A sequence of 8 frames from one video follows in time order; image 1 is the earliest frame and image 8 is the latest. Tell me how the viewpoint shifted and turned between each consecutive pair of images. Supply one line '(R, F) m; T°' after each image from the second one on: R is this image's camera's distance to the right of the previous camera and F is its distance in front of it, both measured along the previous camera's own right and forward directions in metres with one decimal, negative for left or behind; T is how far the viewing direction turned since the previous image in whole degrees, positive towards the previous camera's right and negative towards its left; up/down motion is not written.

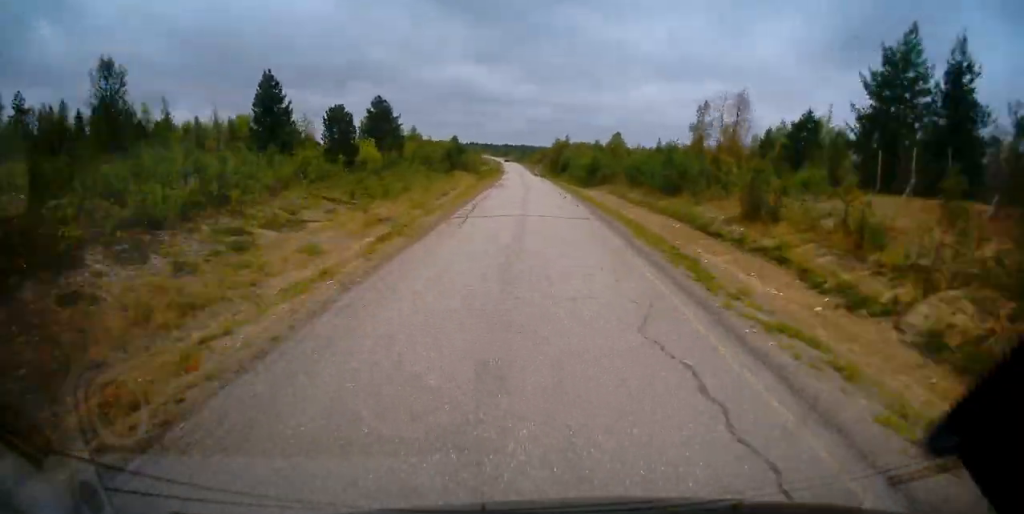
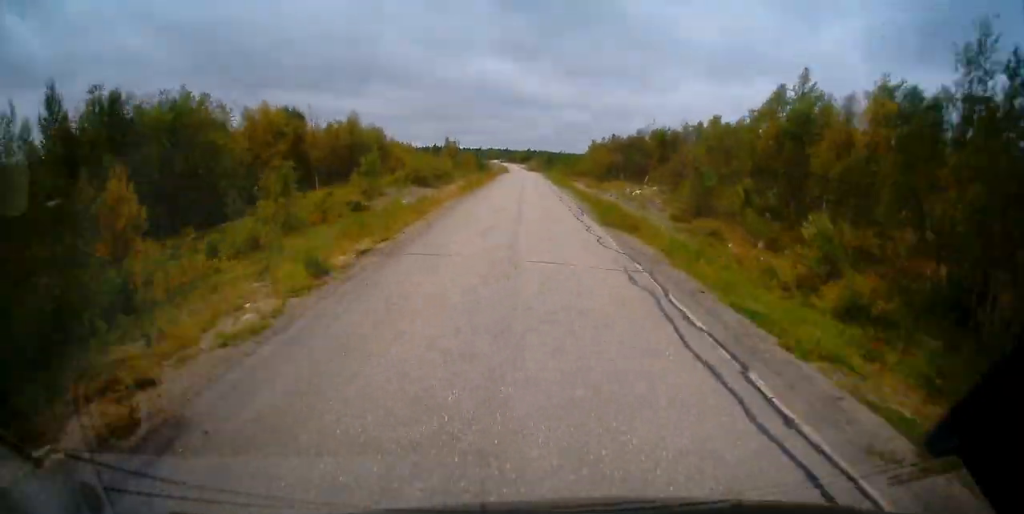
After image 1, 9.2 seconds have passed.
(-2.7, +143.1) m; -2°
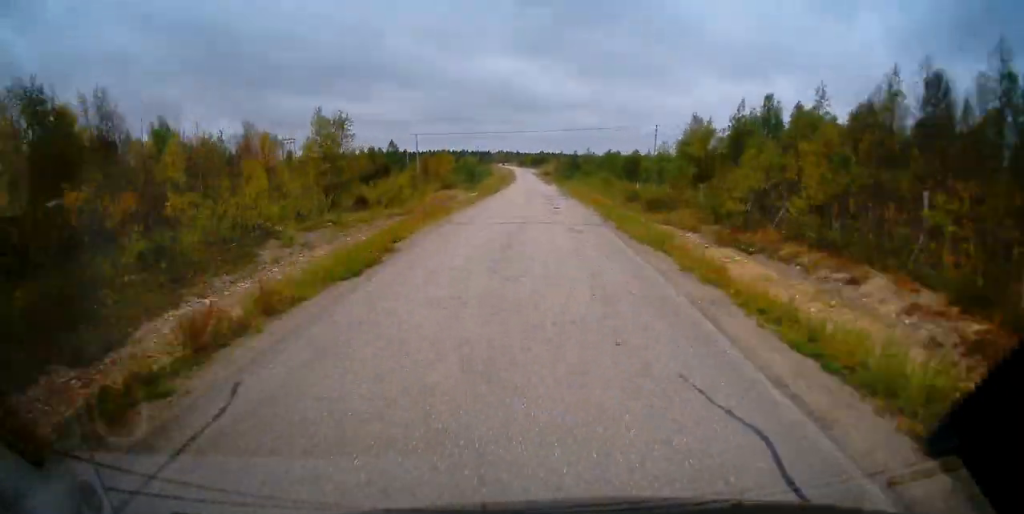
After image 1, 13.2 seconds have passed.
(-0.1, +63.5) m; -1°
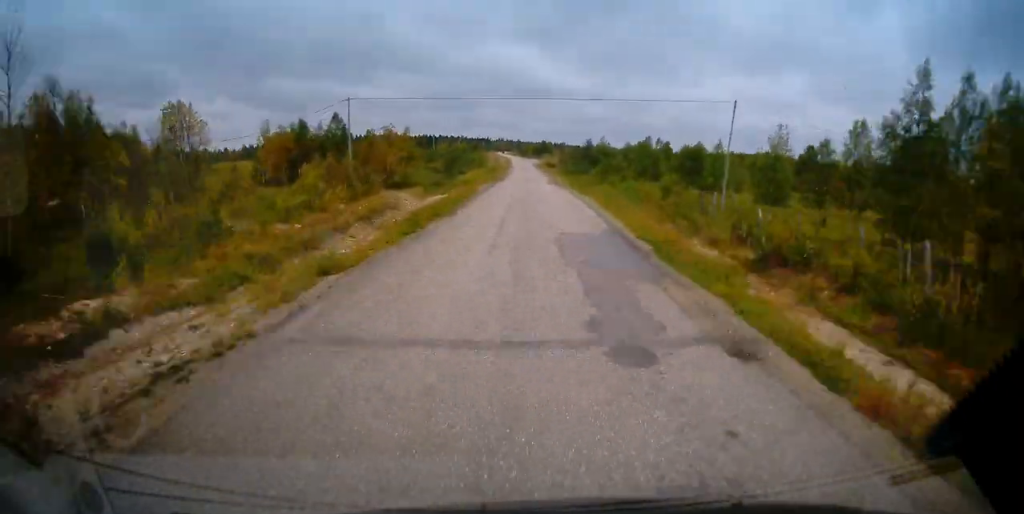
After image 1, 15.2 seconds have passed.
(-0.2, +30.6) m; -1°
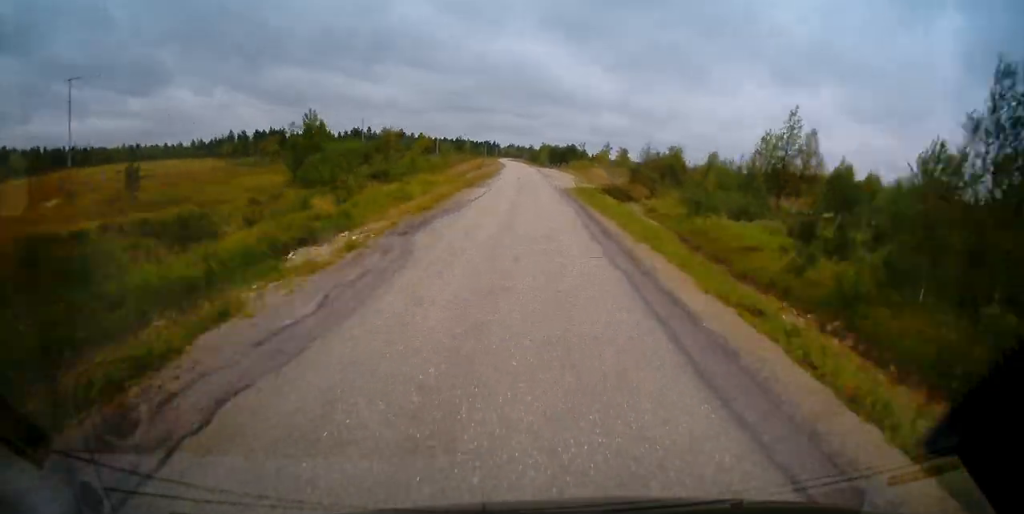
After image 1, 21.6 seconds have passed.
(-1.4, +100.6) m; -2°
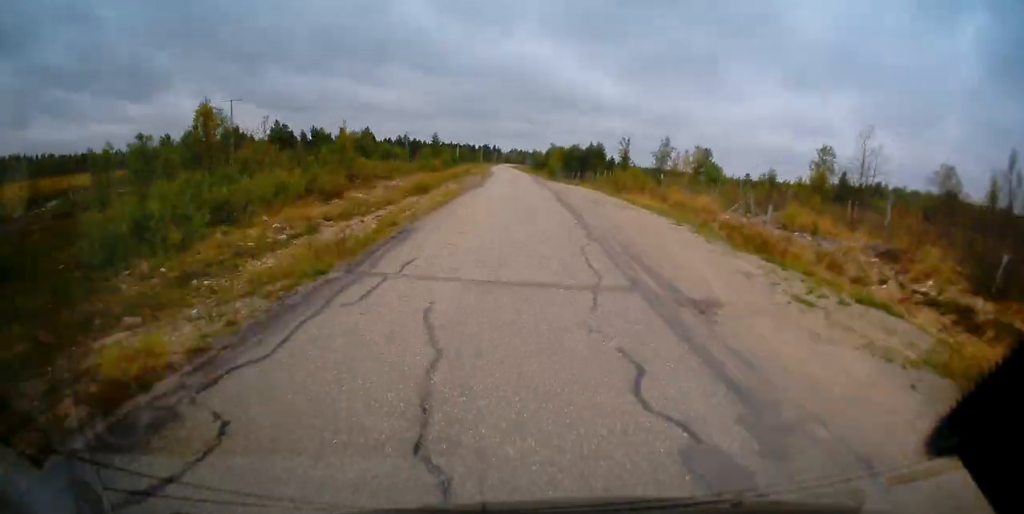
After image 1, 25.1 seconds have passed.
(-0.1, +53.8) m; -1°
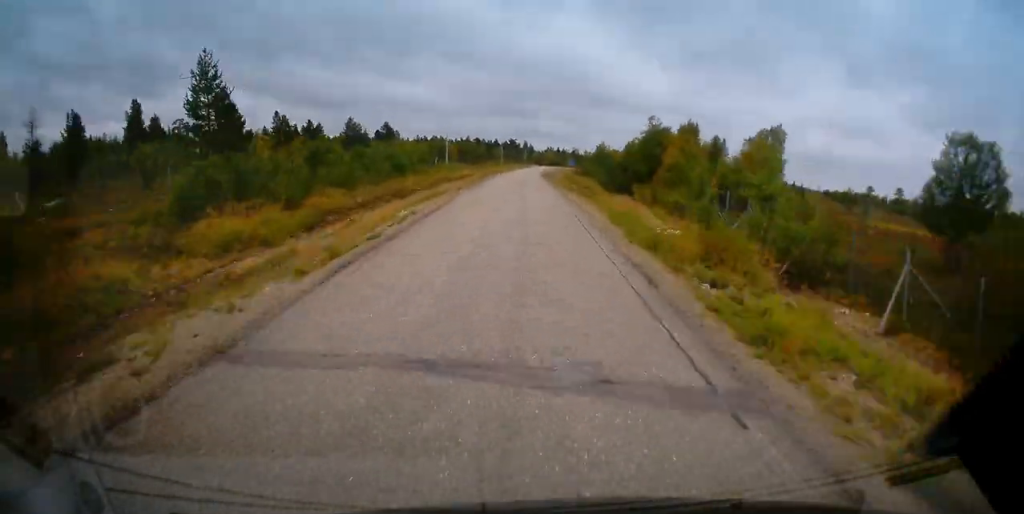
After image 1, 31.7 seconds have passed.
(-2.5, +102.5) m; -2°
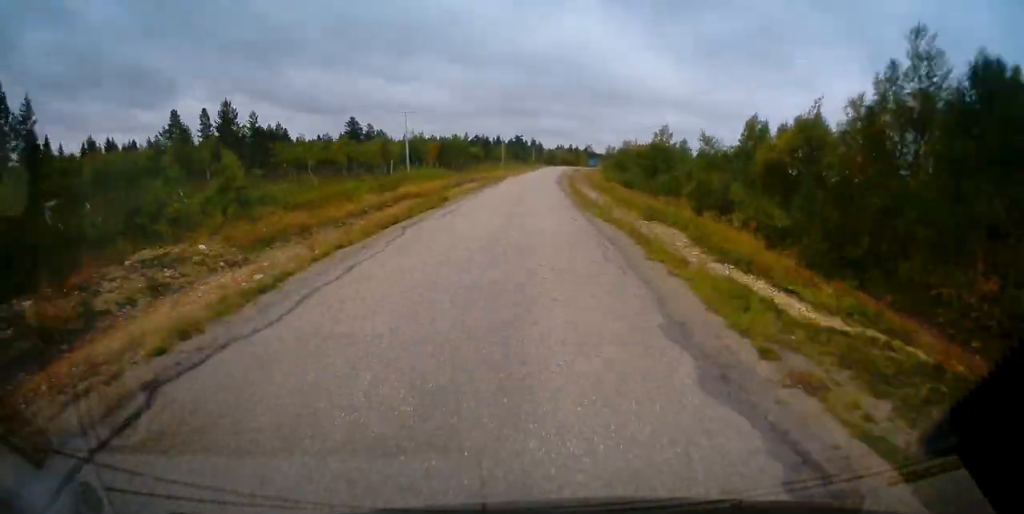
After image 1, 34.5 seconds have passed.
(-0.7, +44.6) m; 0°
